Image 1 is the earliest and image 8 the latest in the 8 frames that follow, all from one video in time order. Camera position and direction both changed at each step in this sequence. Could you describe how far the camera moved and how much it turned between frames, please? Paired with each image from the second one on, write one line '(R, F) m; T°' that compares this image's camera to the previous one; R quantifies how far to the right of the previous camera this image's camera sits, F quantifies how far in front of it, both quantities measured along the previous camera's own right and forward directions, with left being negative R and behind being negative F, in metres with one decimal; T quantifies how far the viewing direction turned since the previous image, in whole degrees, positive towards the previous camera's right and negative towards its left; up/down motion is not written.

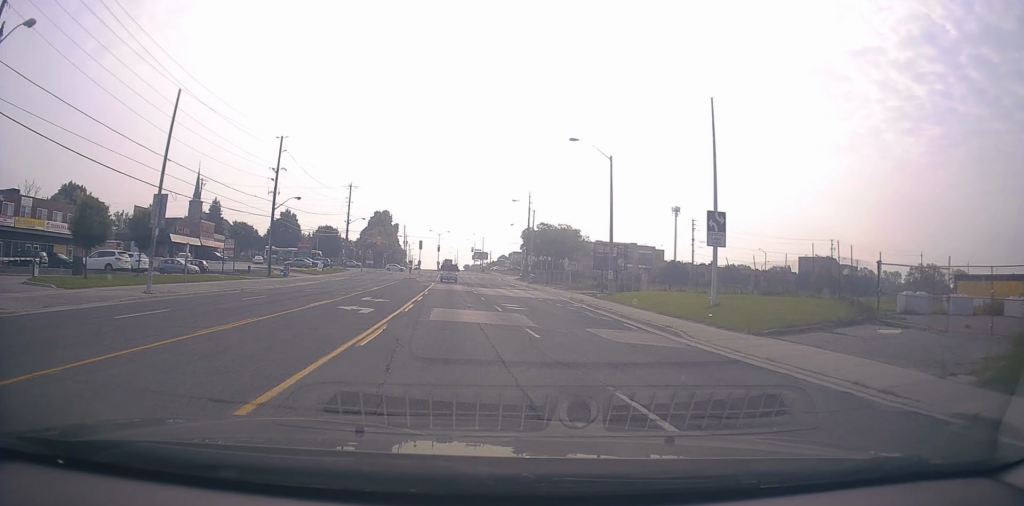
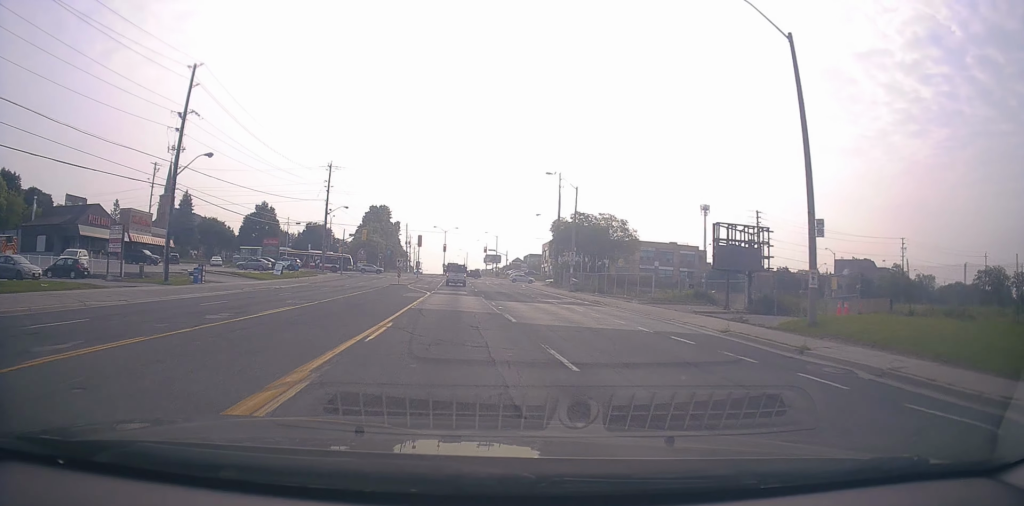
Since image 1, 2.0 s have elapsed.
(0.0, +24.2) m; +1°
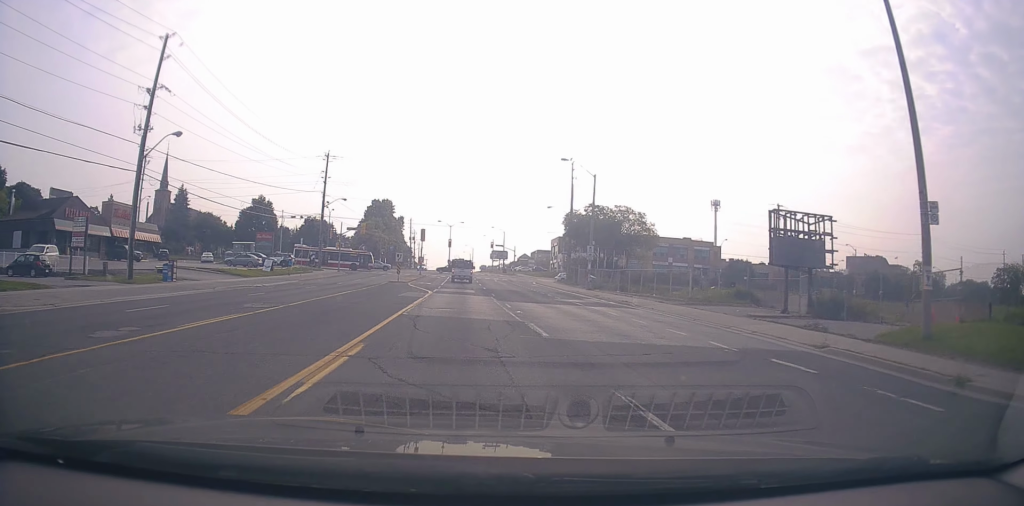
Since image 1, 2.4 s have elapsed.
(-0.2, +5.3) m; -2°
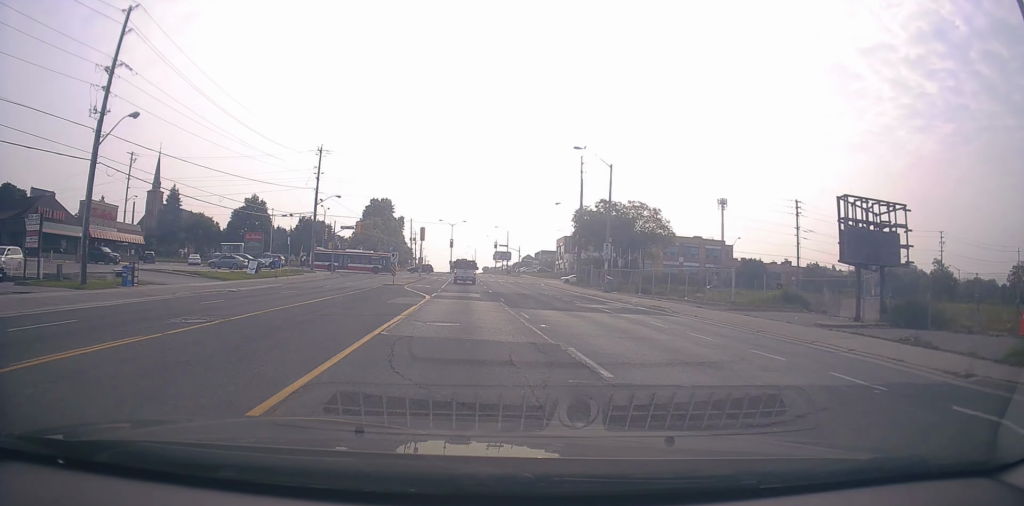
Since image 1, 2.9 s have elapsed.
(-0.1, +5.3) m; -1°
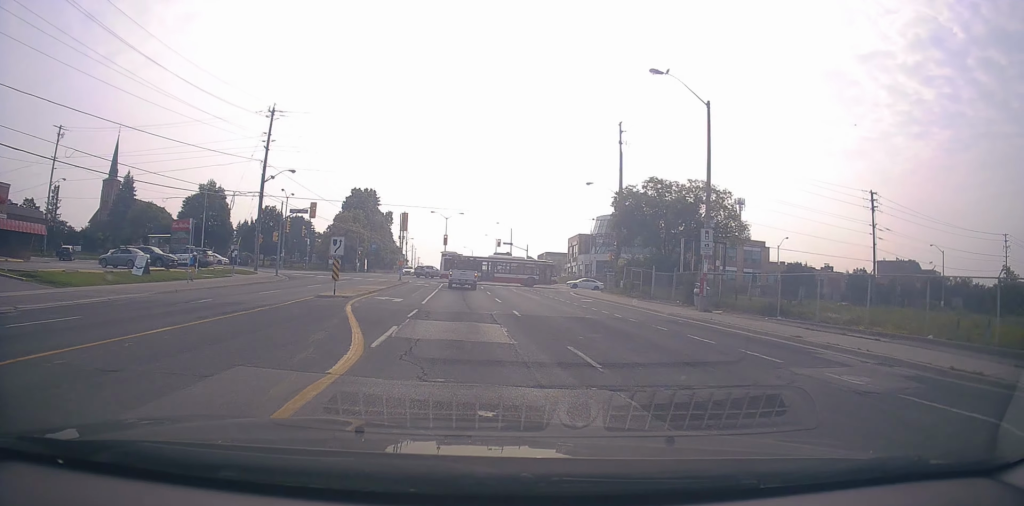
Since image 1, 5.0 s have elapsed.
(+0.4, +20.1) m; +3°
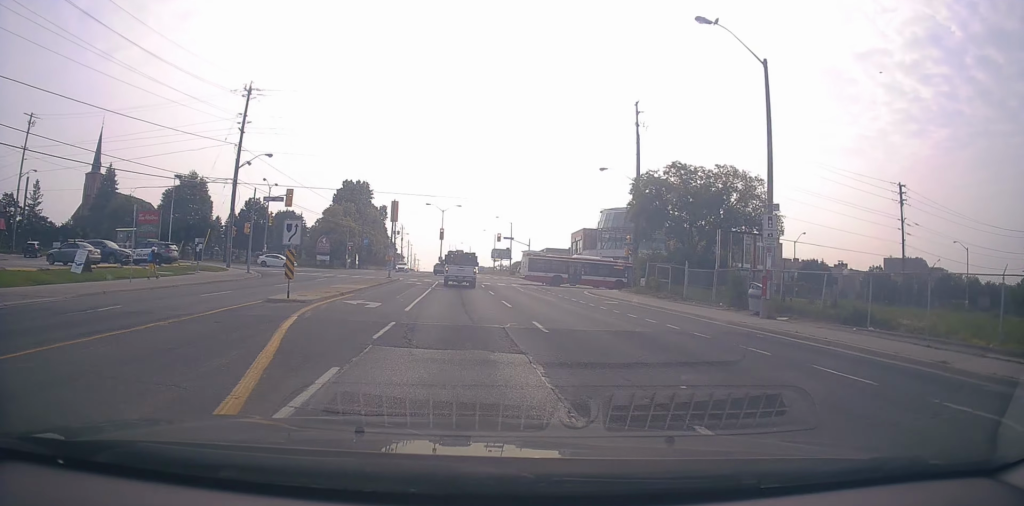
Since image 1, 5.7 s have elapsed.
(0.0, +6.3) m; -2°
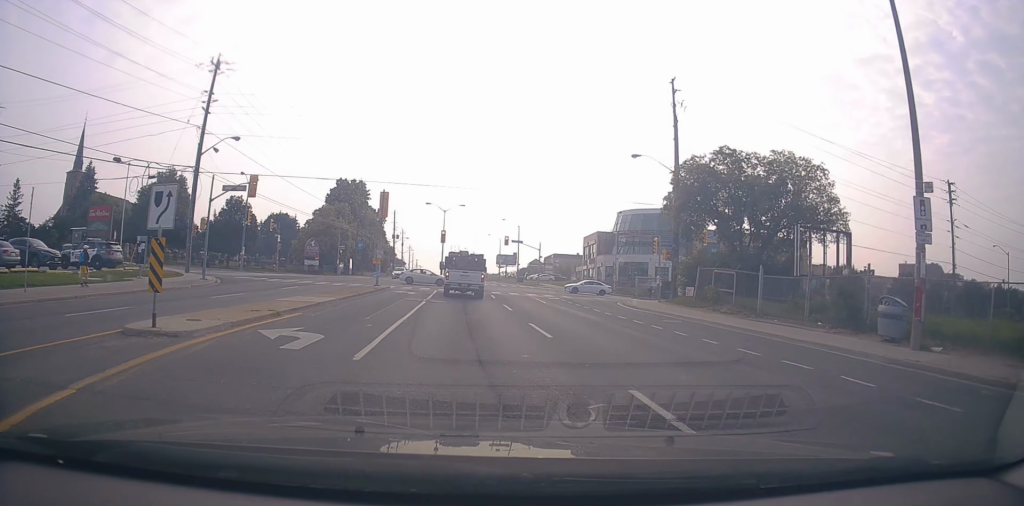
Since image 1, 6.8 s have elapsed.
(-0.2, +8.4) m; -1°
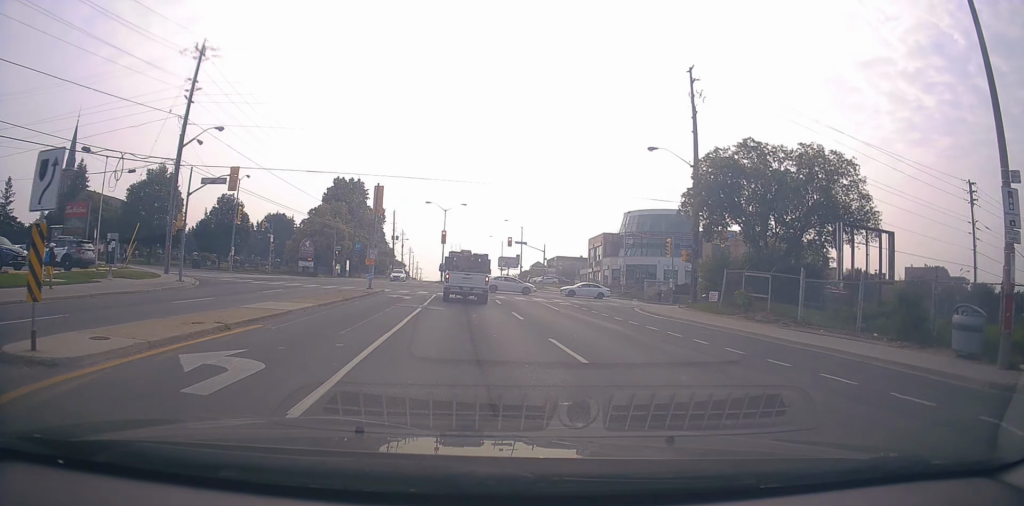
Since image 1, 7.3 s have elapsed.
(+0.1, +3.2) m; +2°
